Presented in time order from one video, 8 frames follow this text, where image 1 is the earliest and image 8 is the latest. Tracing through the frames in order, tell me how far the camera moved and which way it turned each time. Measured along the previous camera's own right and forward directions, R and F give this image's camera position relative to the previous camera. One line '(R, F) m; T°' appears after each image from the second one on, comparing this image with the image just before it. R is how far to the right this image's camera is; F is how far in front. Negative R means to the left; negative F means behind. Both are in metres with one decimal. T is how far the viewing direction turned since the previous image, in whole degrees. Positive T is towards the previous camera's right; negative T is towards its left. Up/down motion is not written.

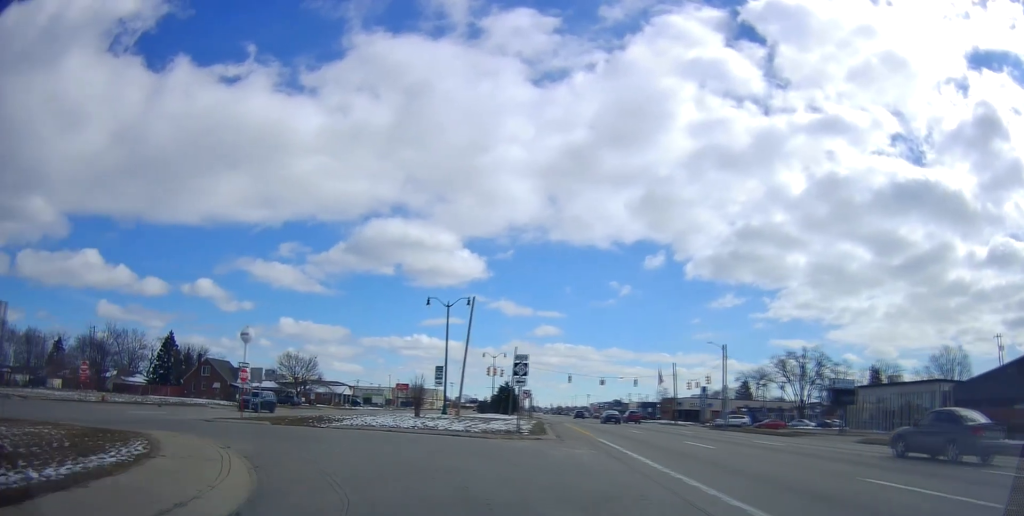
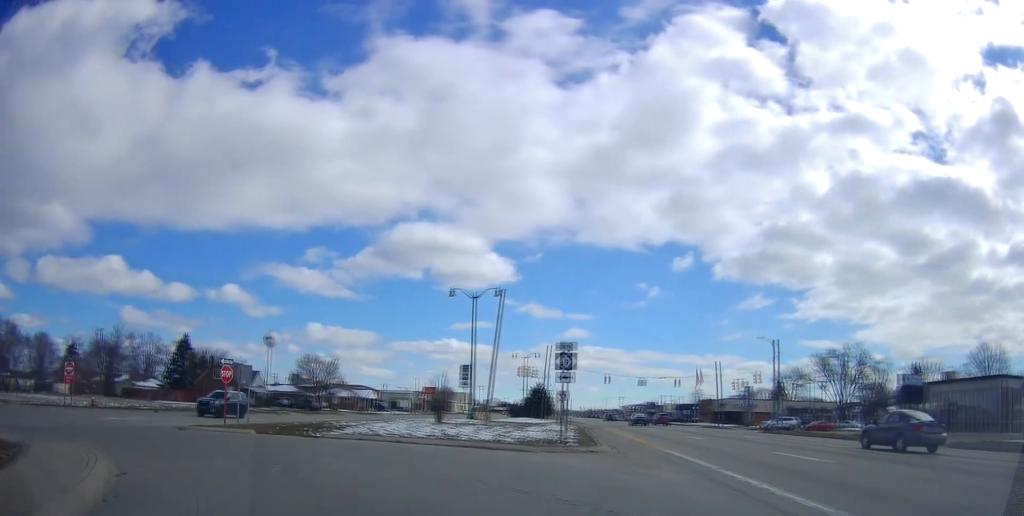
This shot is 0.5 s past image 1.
(+0.1, +6.1) m; -4°
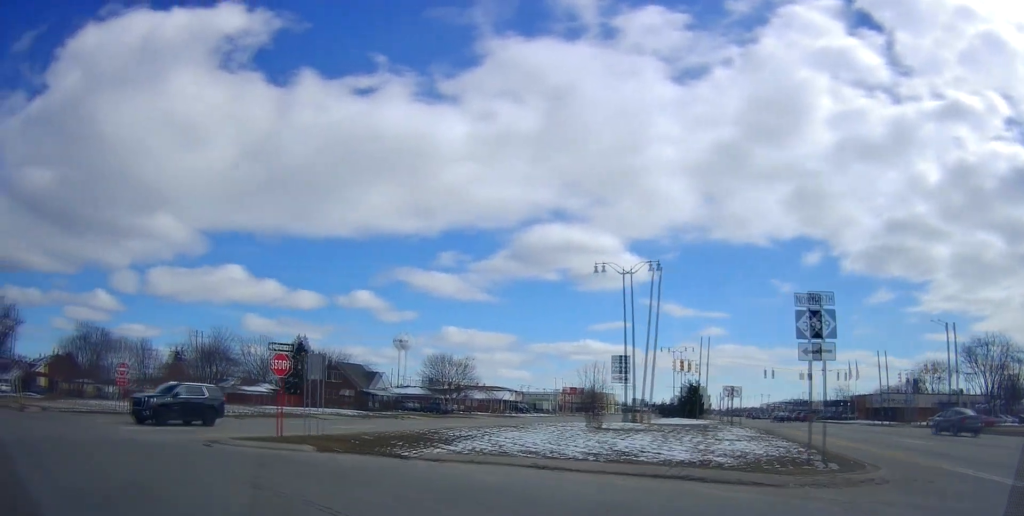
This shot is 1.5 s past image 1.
(-0.9, +8.8) m; -12°
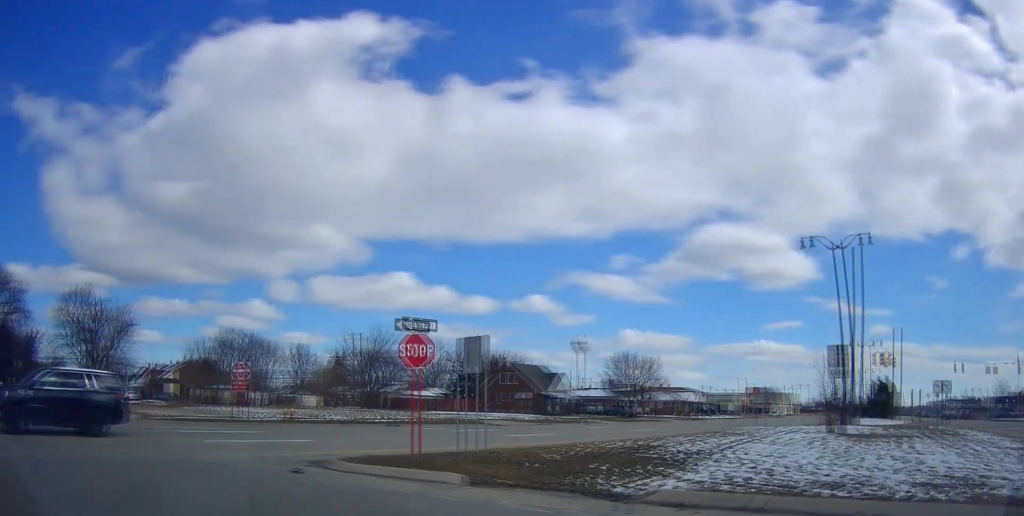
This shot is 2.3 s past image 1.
(-0.9, +5.9) m; -17°
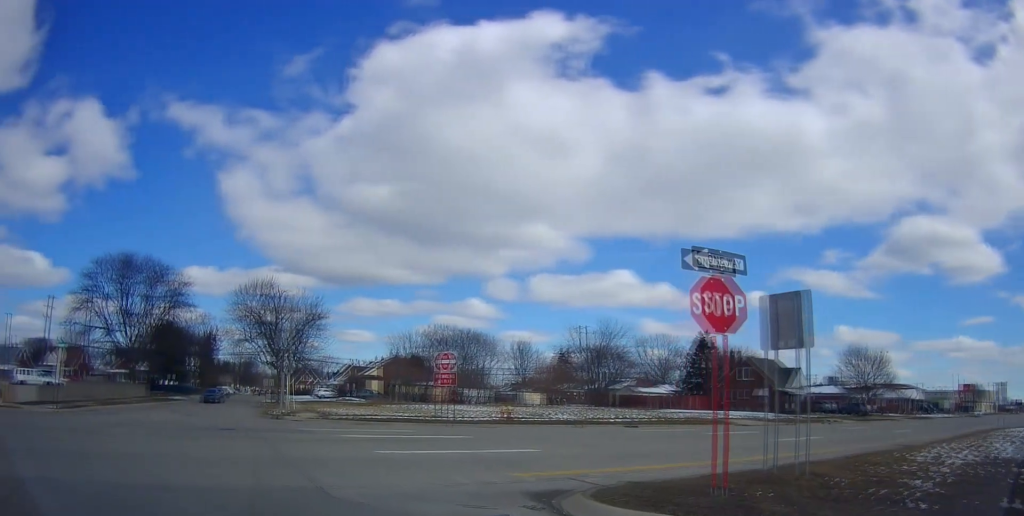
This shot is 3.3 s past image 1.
(-1.3, +5.5) m; -28°
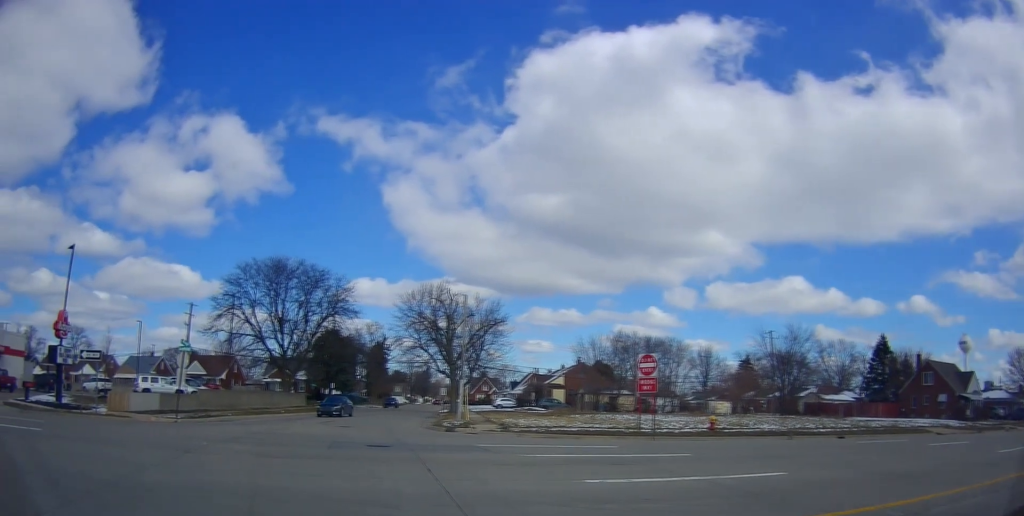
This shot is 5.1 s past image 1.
(-1.5, +2.9) m; -6°
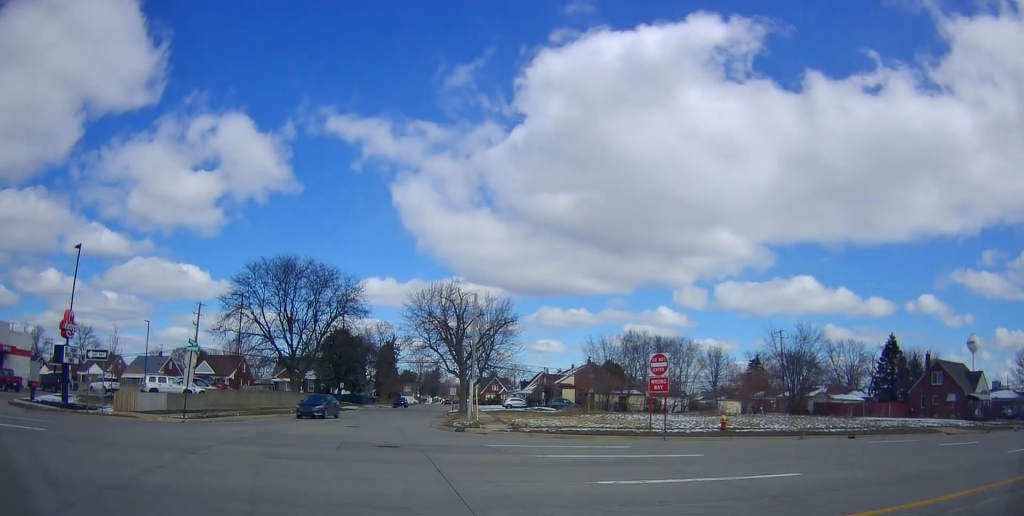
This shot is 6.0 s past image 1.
(-0.4, +0.2) m; 0°
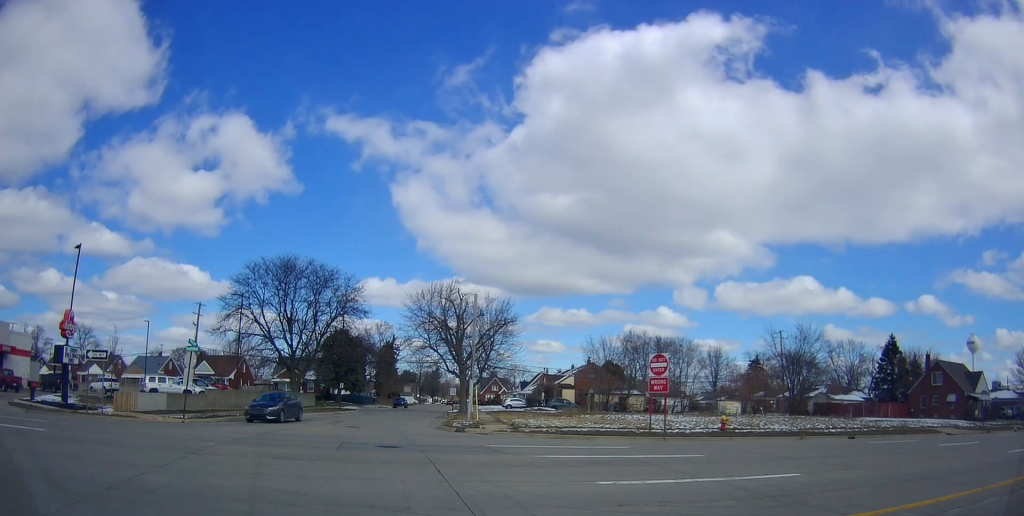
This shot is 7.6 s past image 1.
(-0.2, +0.3) m; 0°
